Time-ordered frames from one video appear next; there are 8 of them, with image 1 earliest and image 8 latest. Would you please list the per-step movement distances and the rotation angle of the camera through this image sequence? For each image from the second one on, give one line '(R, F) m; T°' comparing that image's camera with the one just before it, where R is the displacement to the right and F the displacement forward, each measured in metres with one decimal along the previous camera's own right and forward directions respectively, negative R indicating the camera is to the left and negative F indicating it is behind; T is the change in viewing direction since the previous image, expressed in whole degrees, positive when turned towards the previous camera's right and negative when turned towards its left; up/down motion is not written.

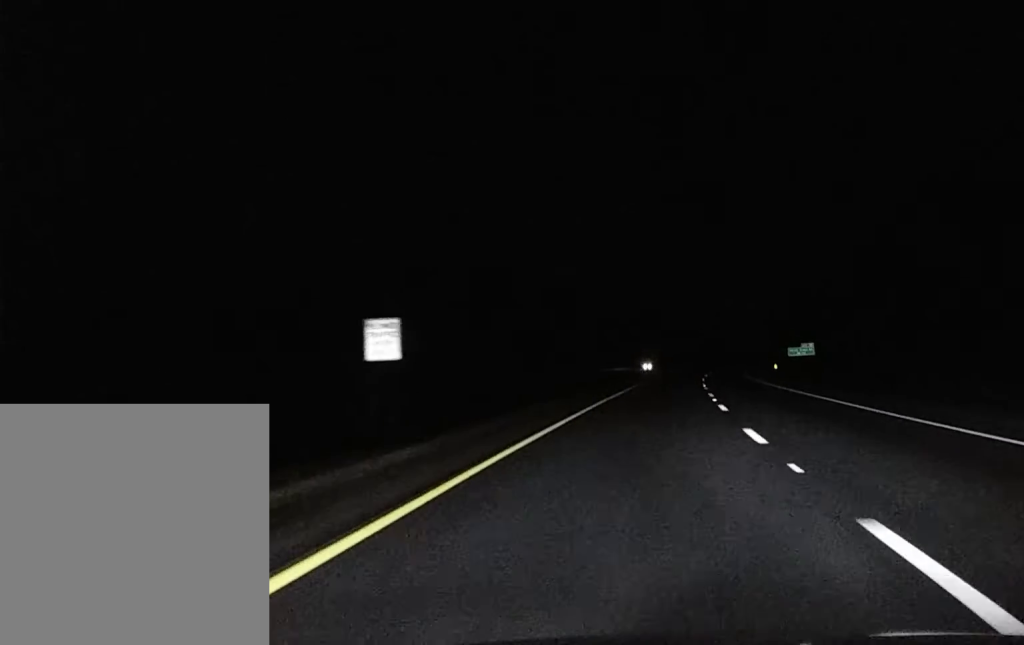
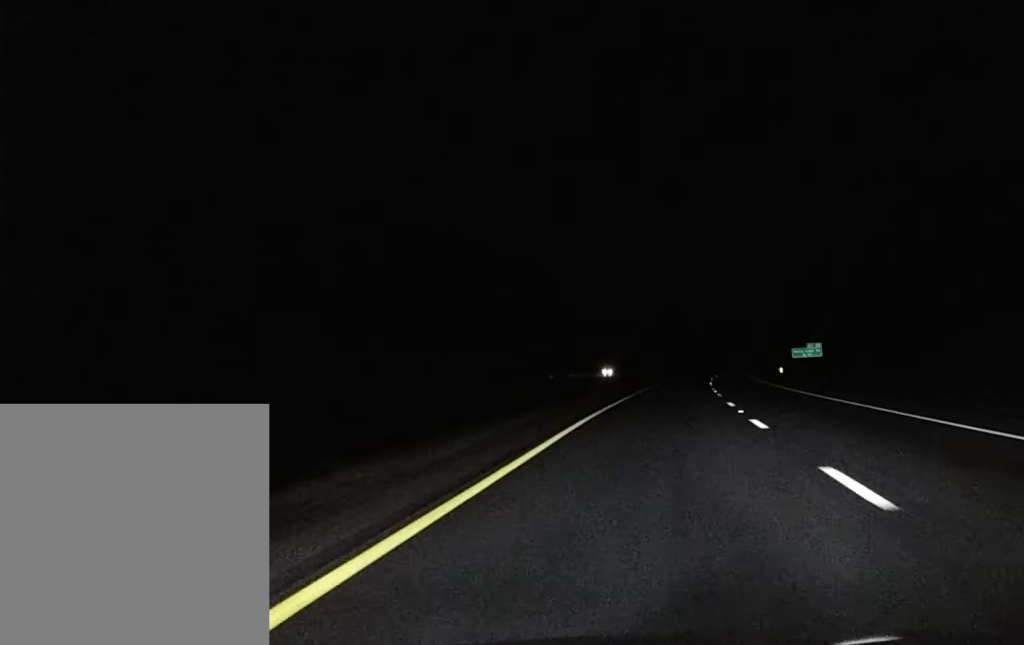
(+0.3, +27.3) m; +1°
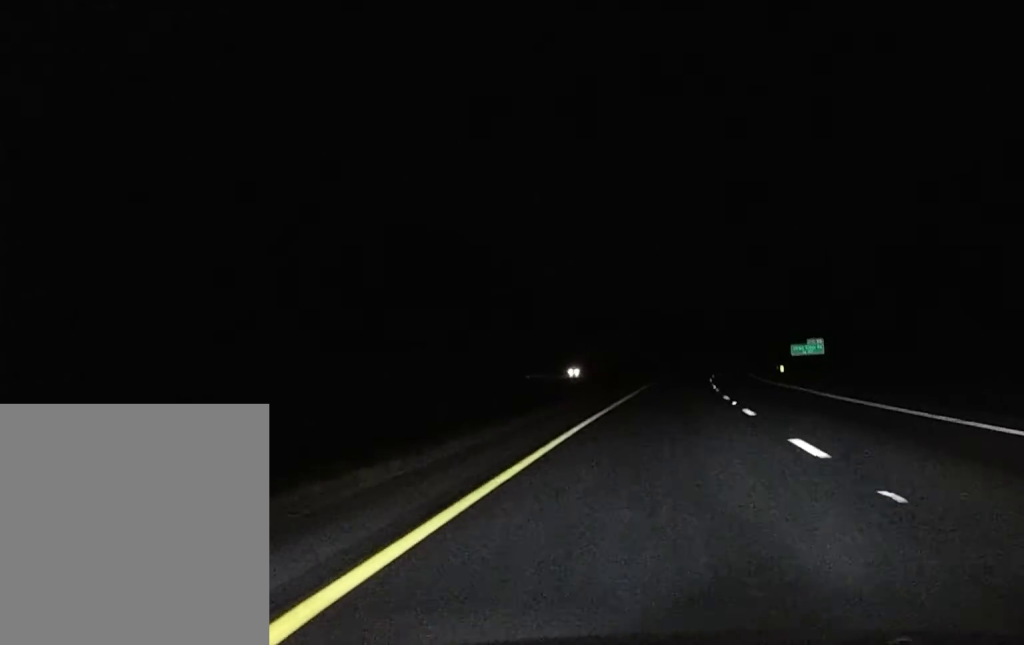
(+0.1, +15.0) m; 0°
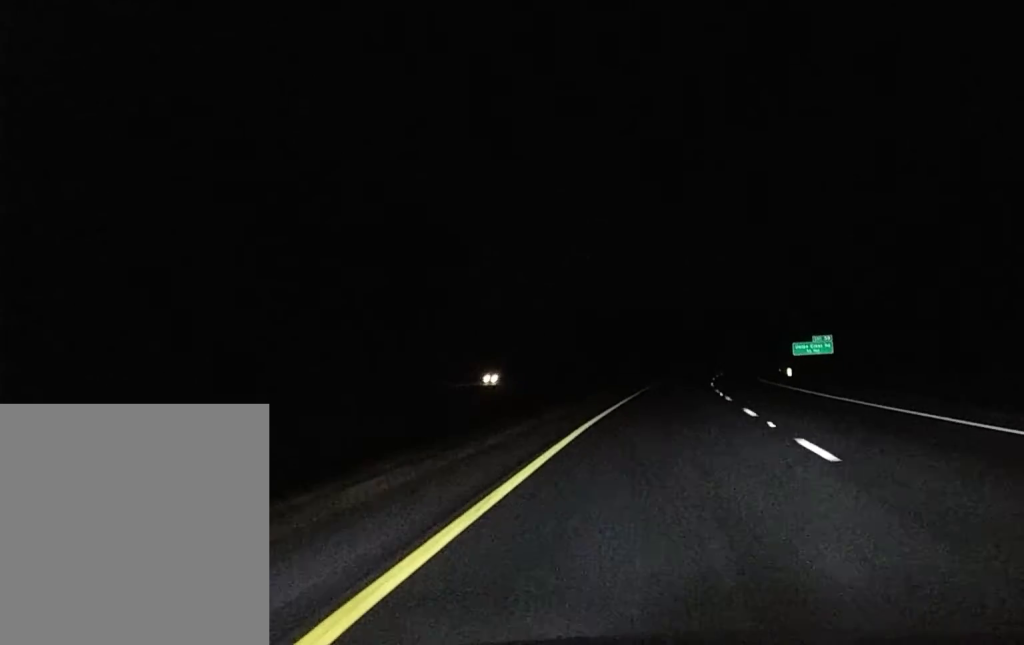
(+0.3, +36.0) m; +1°
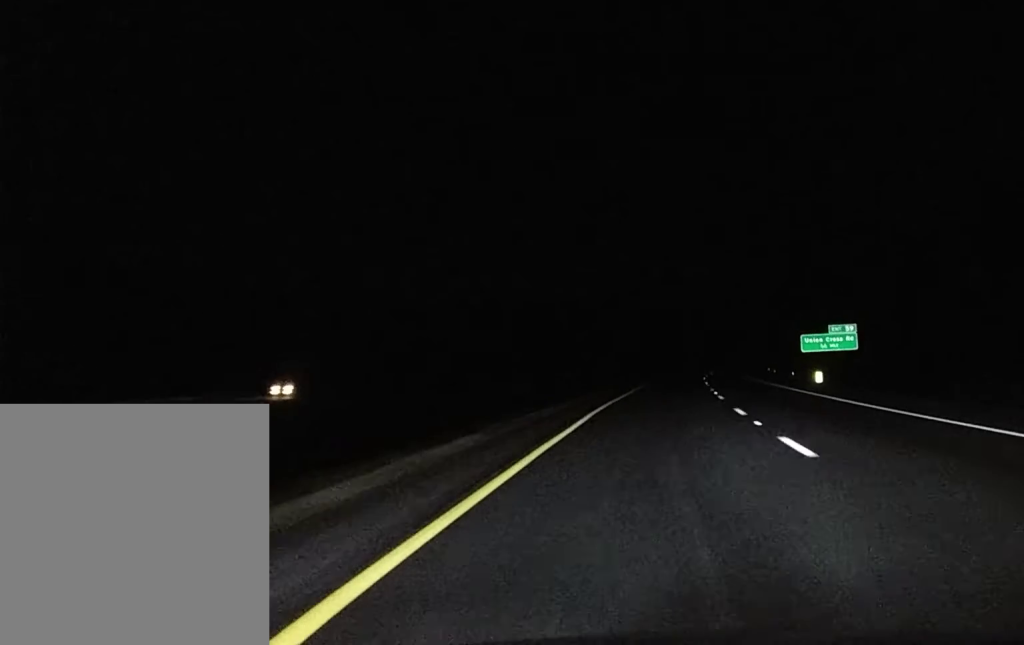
(+1.3, +49.3) m; +2°
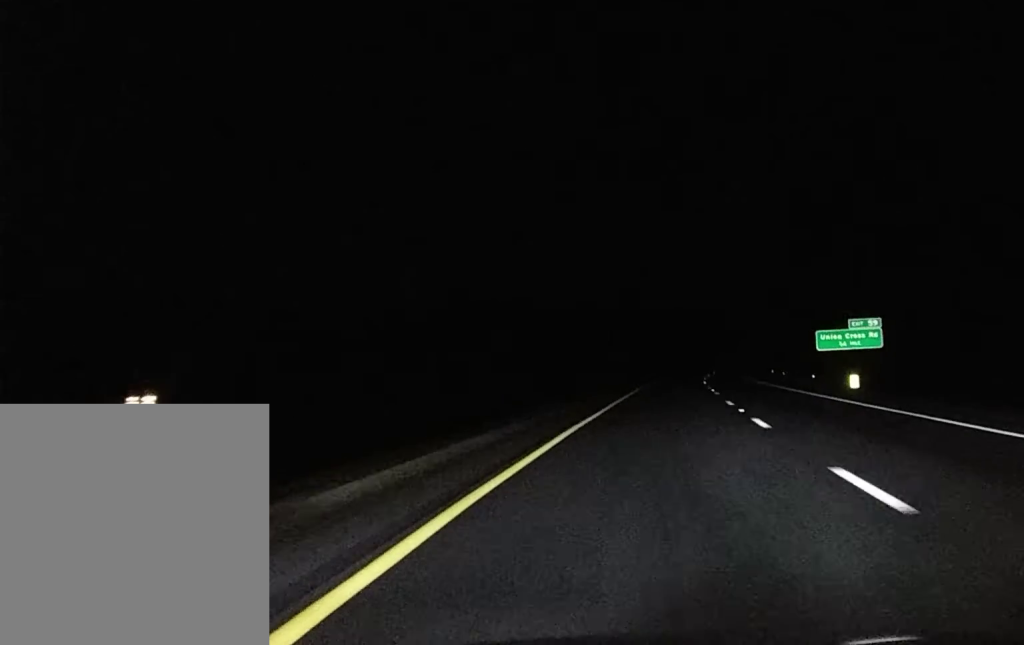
(+0.1, +16.4) m; 0°
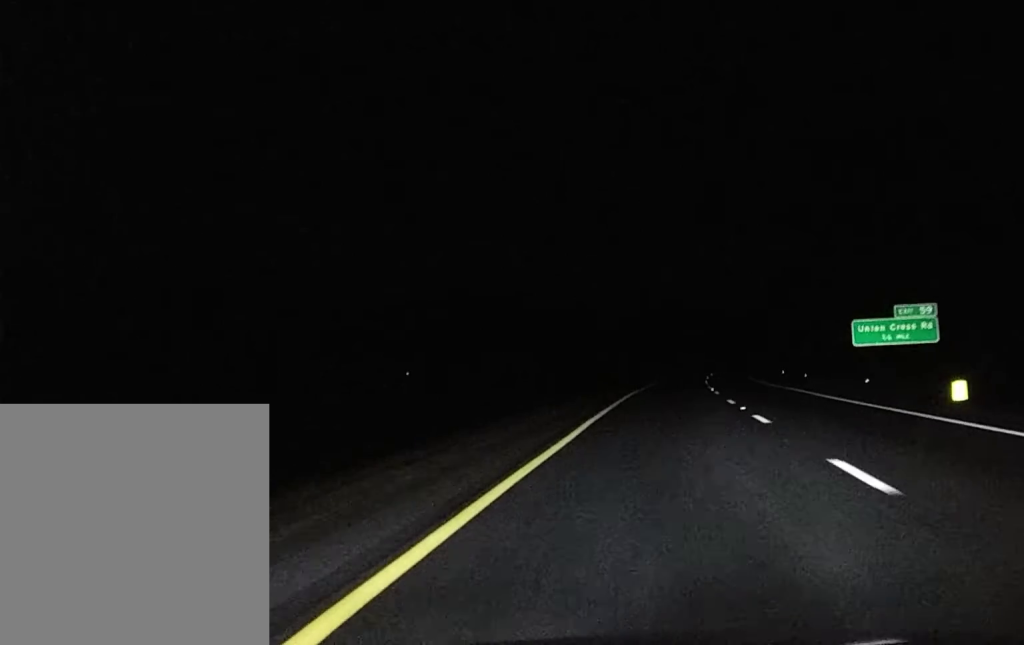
(-0.1, +27.4) m; 0°
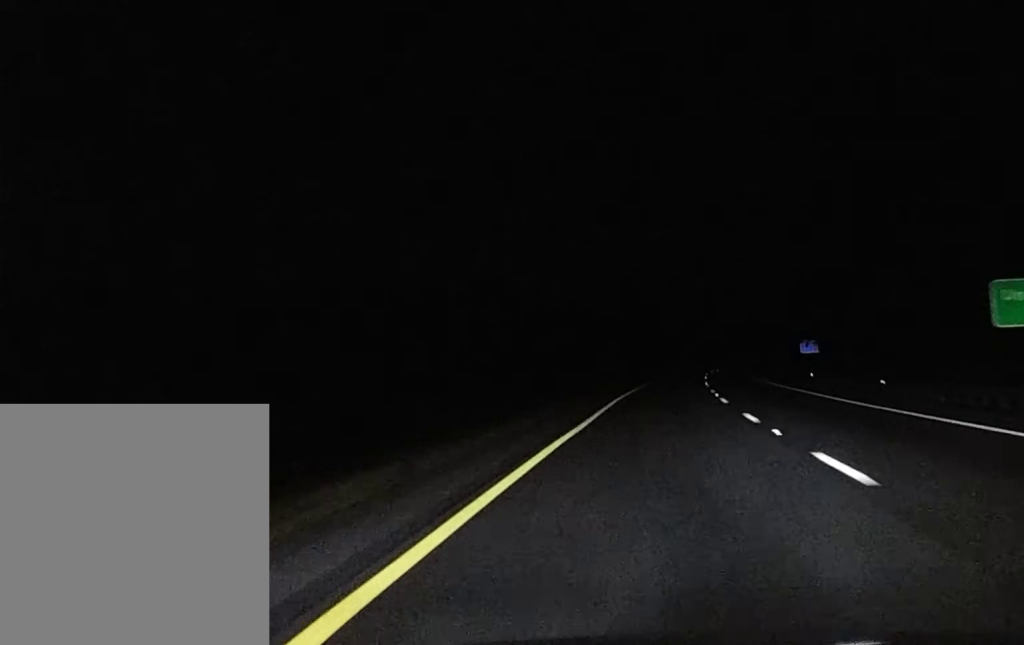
(+0.5, +41.6) m; +1°
